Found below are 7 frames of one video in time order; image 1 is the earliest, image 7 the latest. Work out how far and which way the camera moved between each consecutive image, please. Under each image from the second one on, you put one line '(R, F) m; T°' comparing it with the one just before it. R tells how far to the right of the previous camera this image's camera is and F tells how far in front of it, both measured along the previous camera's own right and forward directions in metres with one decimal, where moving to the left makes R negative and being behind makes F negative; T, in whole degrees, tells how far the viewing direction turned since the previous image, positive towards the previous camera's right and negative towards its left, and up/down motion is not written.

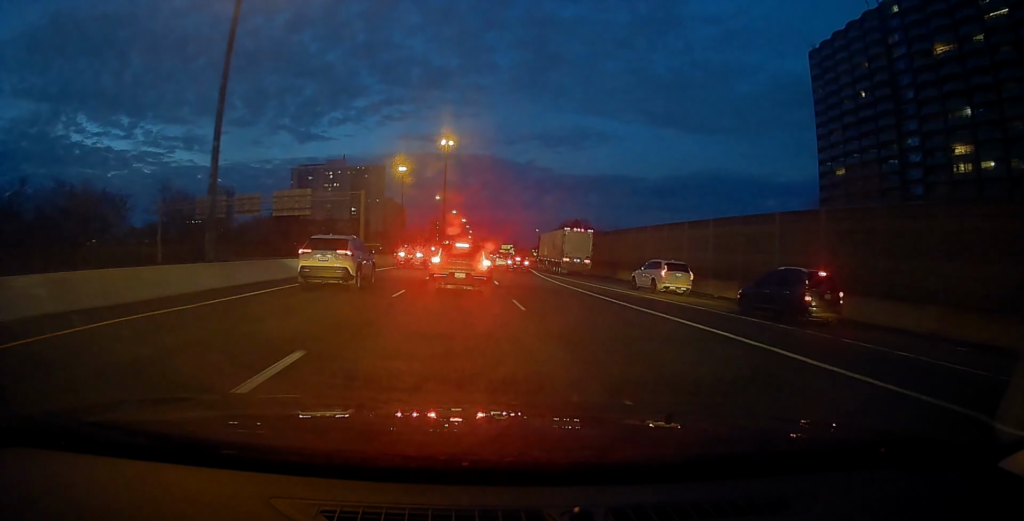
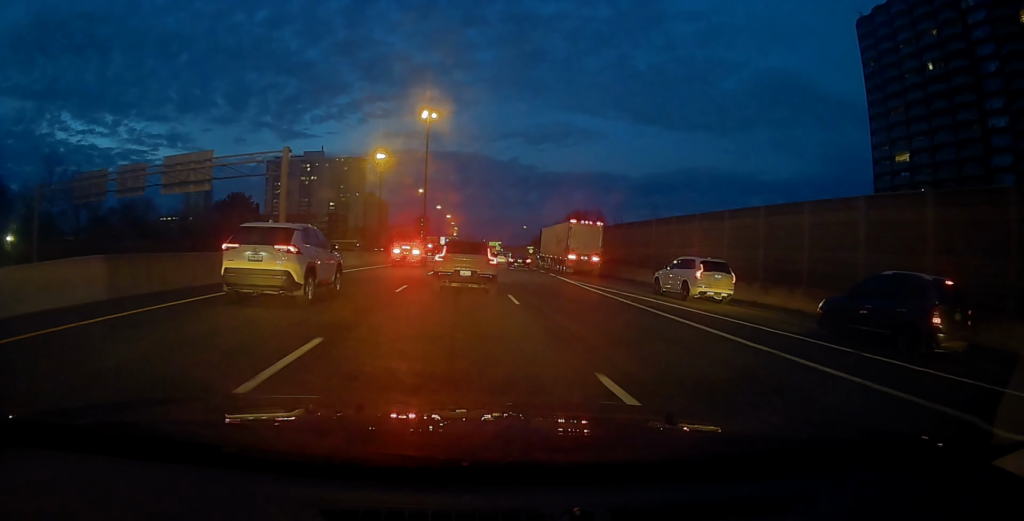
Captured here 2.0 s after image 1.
(-0.5, +22.6) m; -3°
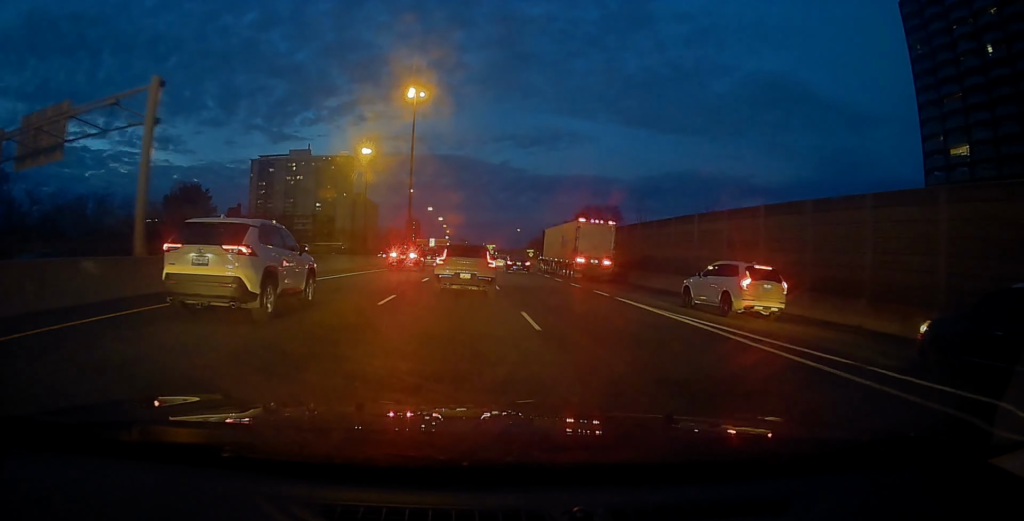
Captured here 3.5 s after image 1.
(+0.3, +16.7) m; +5°
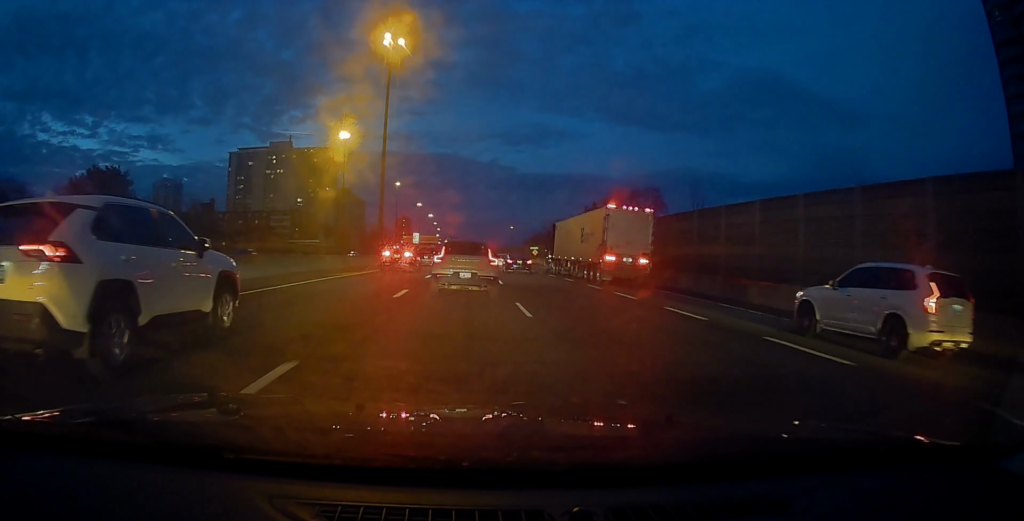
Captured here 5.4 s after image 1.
(-0.5, +21.9) m; -3°
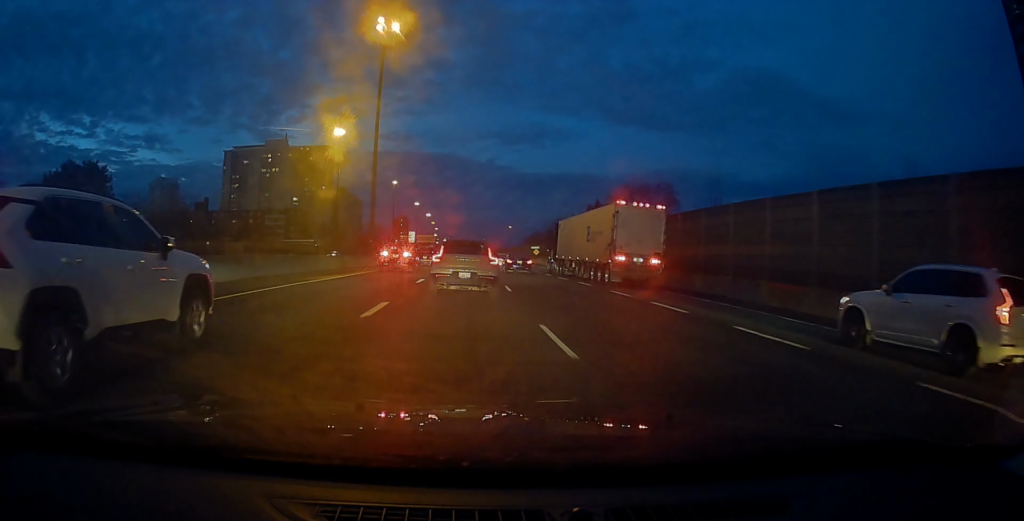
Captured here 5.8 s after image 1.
(0.0, +4.7) m; +1°
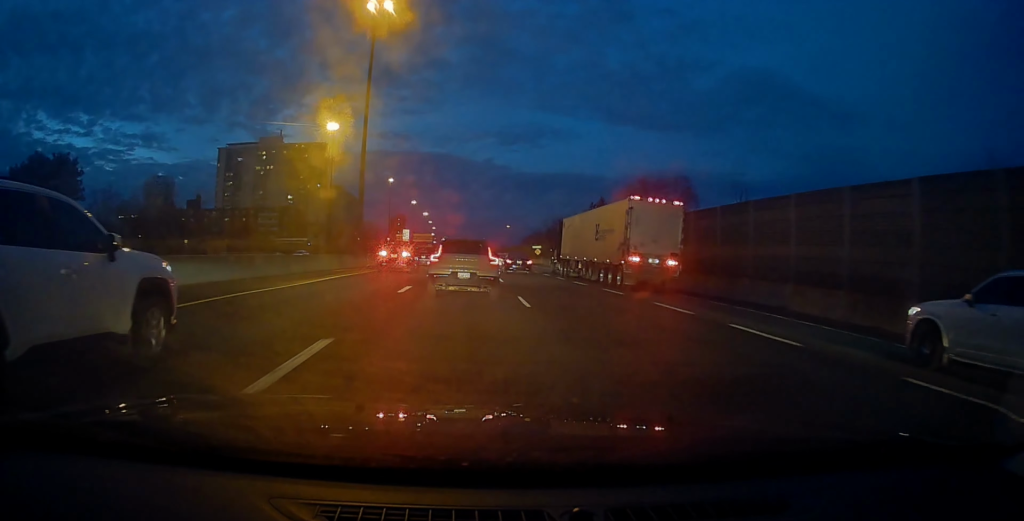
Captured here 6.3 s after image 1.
(+0.2, +5.9) m; +2°
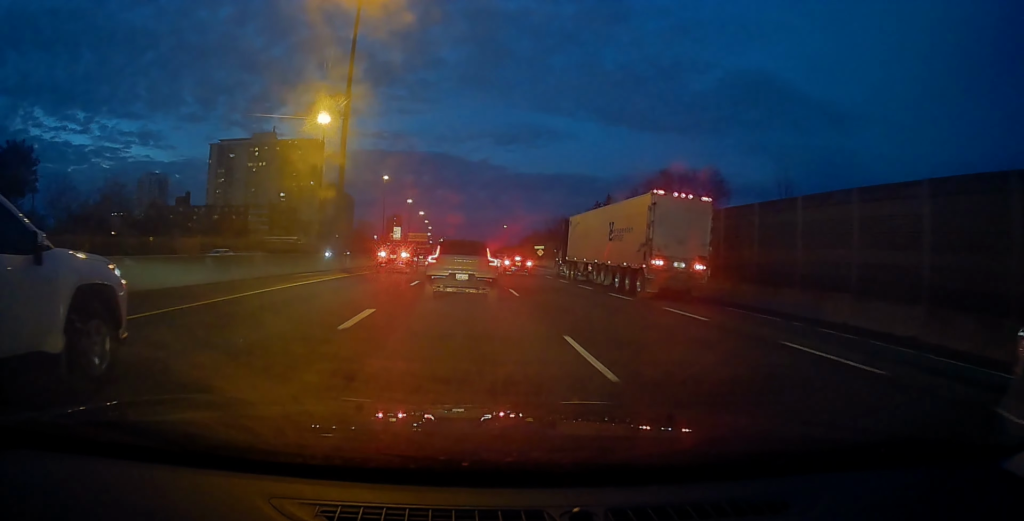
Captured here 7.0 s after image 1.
(+0.2, +8.2) m; +1°
